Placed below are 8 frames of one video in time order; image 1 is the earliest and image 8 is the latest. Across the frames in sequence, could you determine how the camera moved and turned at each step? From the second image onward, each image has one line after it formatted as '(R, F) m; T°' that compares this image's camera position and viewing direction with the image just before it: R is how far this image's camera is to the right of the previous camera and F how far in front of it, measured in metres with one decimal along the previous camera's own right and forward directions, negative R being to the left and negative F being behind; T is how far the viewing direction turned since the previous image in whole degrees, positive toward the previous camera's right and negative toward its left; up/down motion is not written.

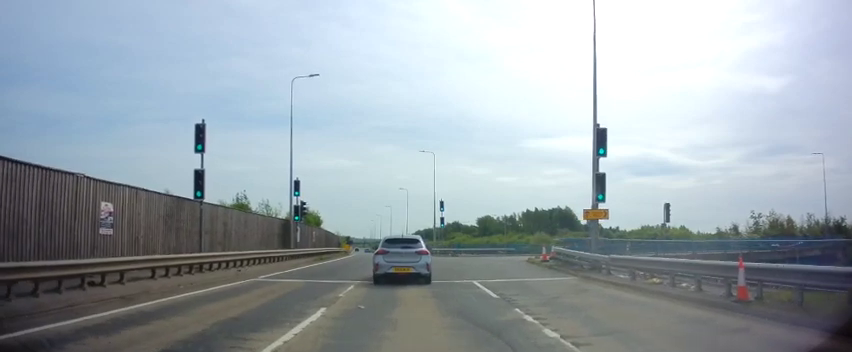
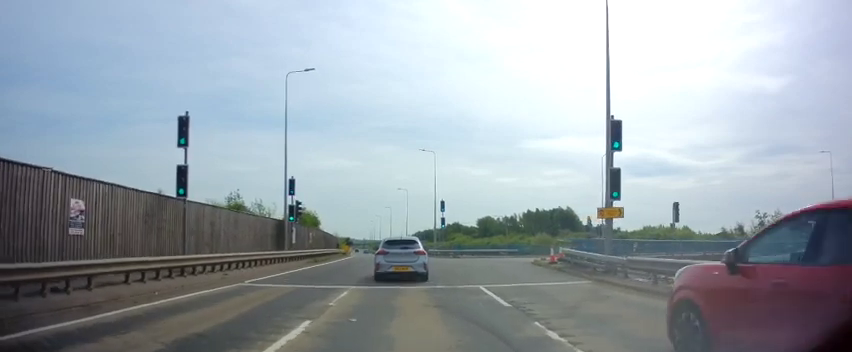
(0.0, +1.4) m; 0°
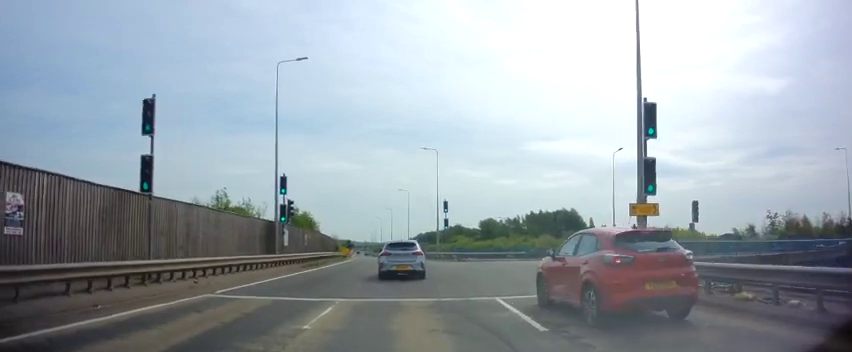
(0.0, +2.3) m; 0°
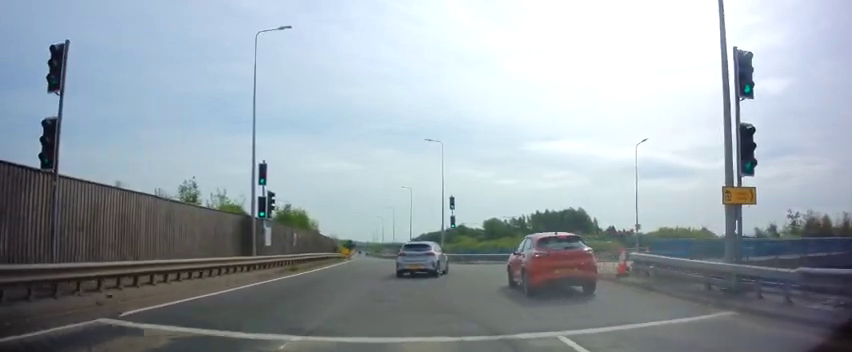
(0.0, +4.1) m; 0°
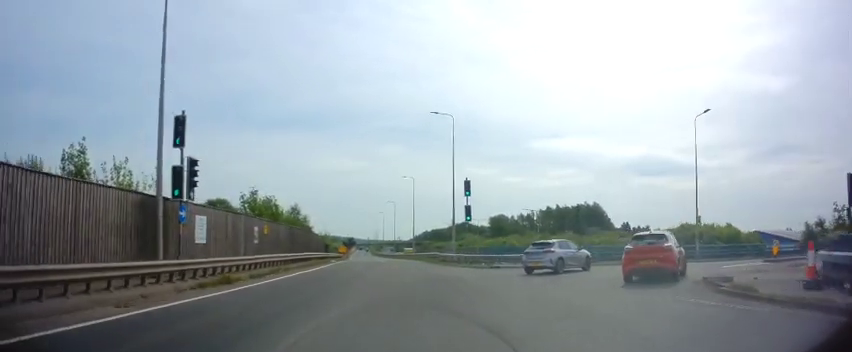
(0.0, +8.7) m; +2°
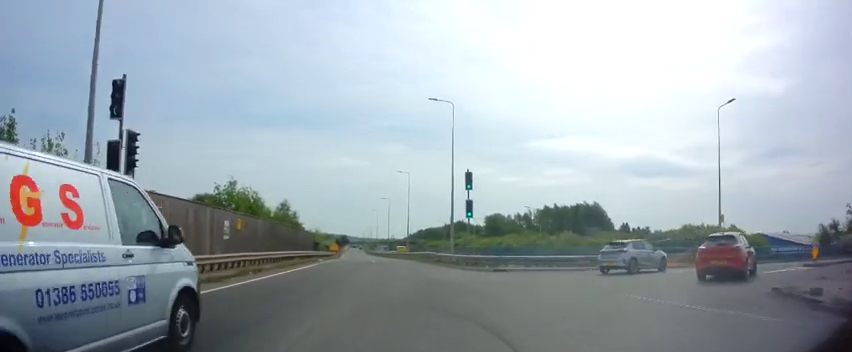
(-0.1, +3.3) m; +3°
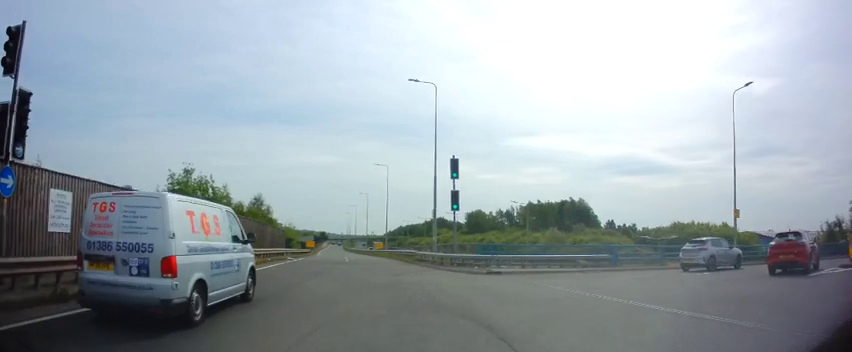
(+0.3, +3.6) m; +3°
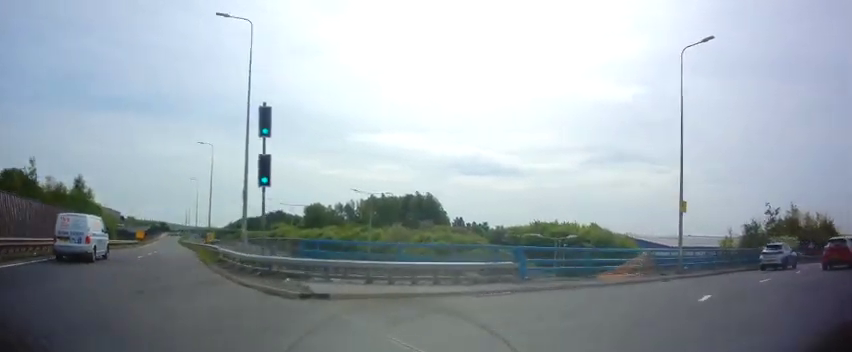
(+0.5, +9.1) m; +16°
